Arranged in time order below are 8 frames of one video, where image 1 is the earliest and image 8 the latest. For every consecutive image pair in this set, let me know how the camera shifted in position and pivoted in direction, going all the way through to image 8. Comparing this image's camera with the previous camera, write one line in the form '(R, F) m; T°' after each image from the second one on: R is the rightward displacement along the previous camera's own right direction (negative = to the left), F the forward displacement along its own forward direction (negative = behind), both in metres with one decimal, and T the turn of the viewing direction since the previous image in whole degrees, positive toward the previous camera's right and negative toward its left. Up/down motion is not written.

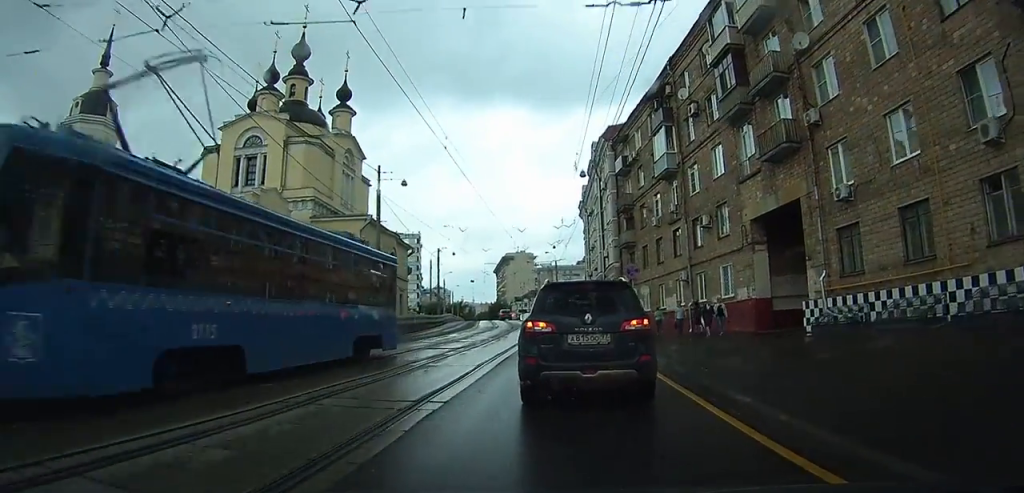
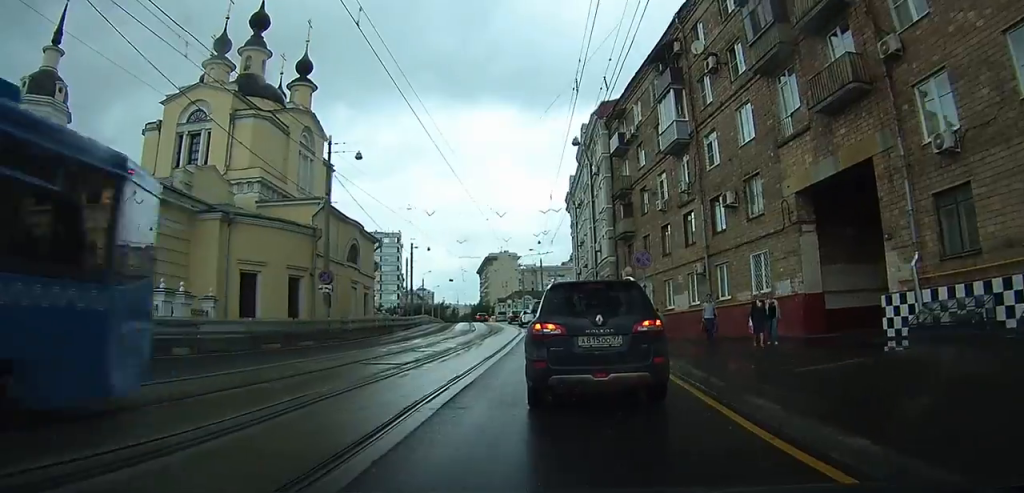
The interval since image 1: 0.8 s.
(+0.1, +6.7) m; +1°
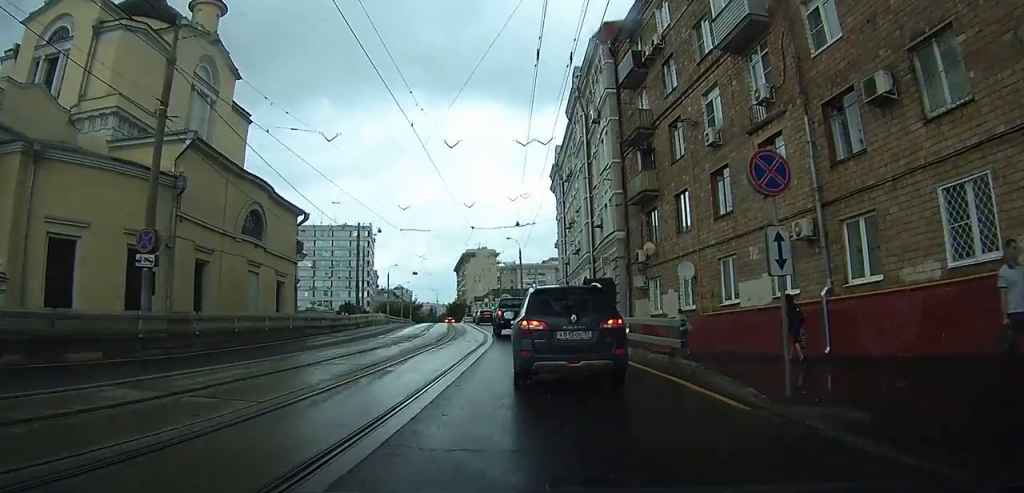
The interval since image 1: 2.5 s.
(0.0, +14.1) m; +1°
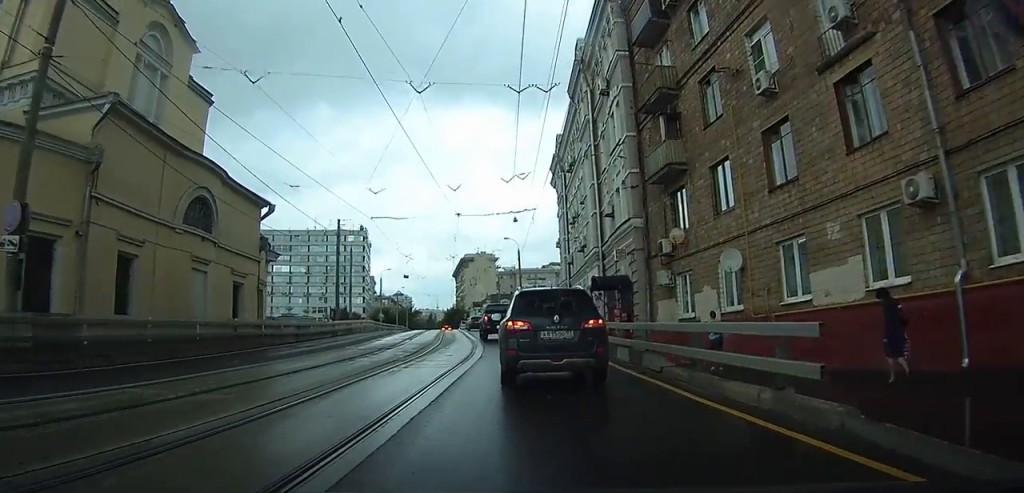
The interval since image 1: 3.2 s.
(0.0, +5.3) m; +1°
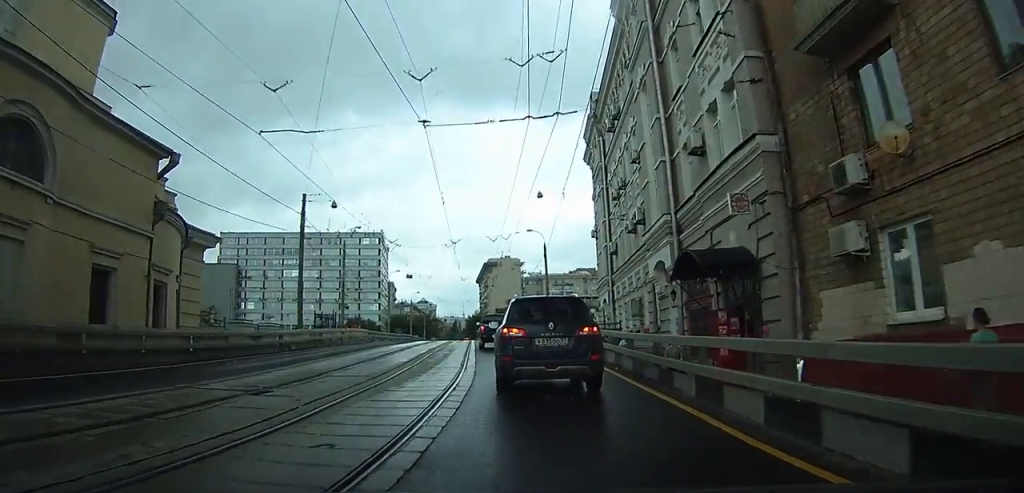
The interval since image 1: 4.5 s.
(+0.1, +11.6) m; -1°
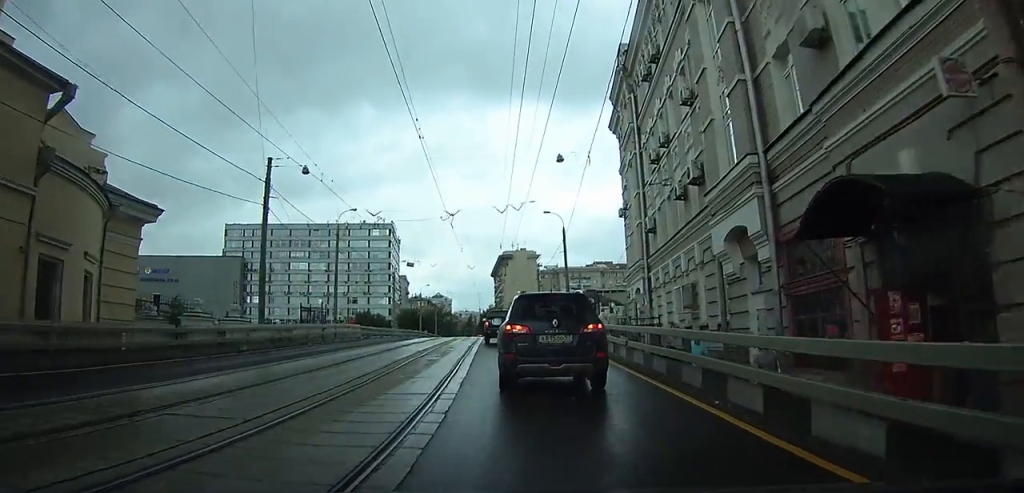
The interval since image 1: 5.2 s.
(-0.1, +6.7) m; -3°
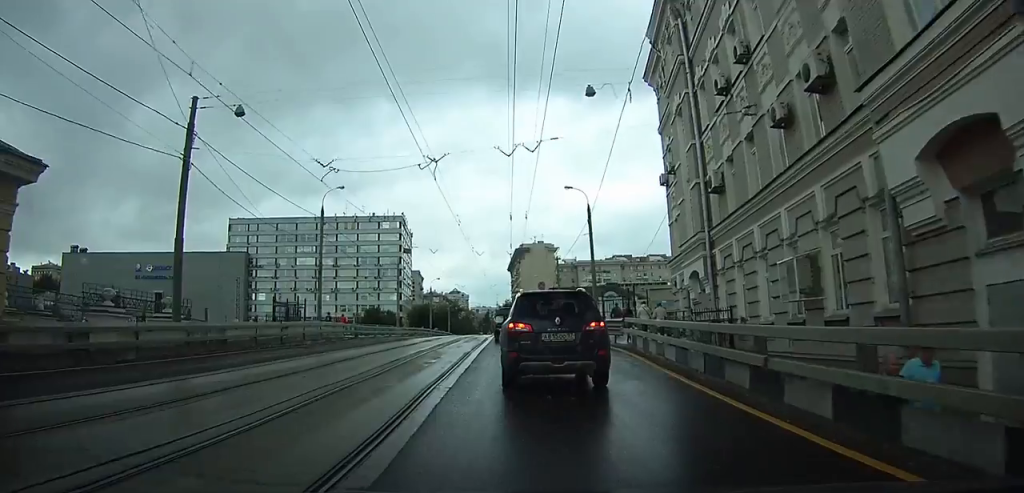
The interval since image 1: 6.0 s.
(-0.3, +8.3) m; -3°
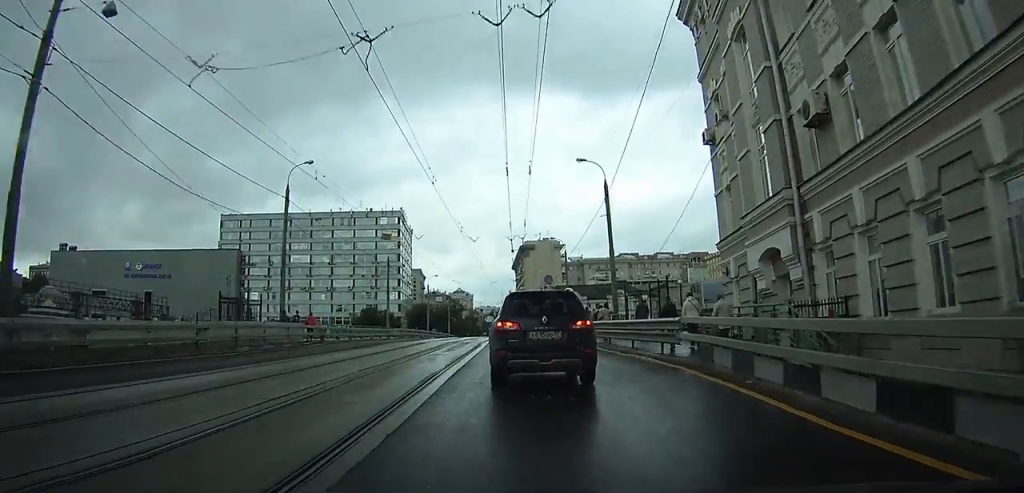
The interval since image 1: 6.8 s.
(-0.2, +7.8) m; -2°
